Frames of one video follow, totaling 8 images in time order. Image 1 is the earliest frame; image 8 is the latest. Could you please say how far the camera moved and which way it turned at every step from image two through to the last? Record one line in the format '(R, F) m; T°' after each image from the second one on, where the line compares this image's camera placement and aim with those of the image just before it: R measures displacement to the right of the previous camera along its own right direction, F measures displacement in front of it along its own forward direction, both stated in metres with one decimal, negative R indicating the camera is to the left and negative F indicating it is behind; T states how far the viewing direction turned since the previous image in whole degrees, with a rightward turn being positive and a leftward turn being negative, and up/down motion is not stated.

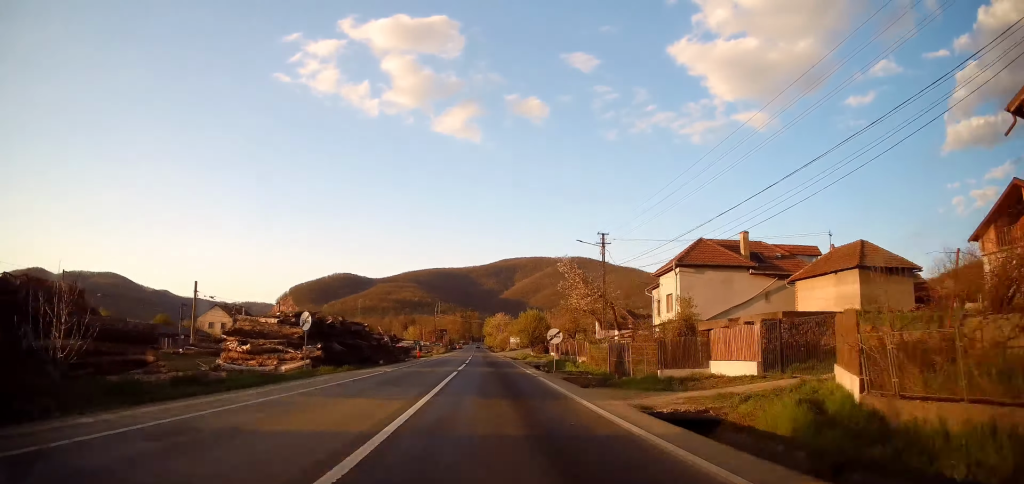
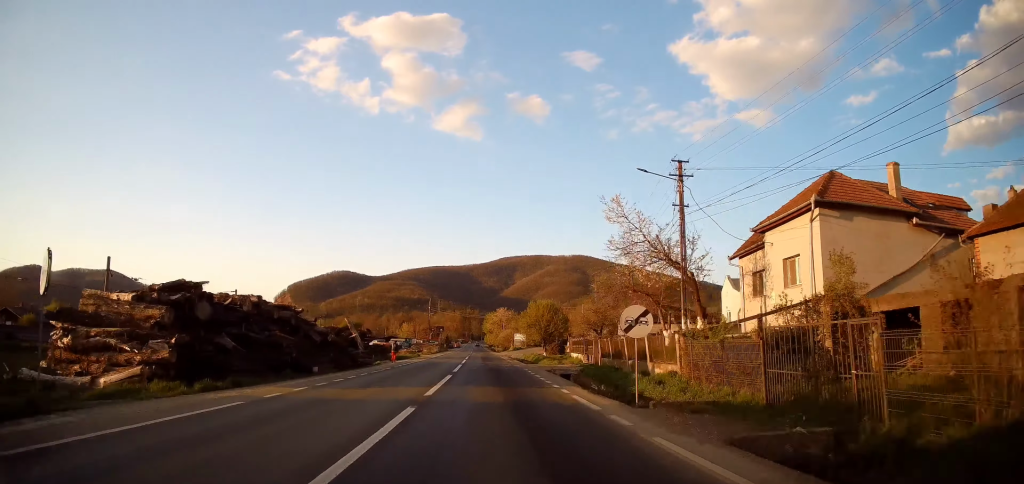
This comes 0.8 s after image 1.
(0.0, +15.4) m; 0°
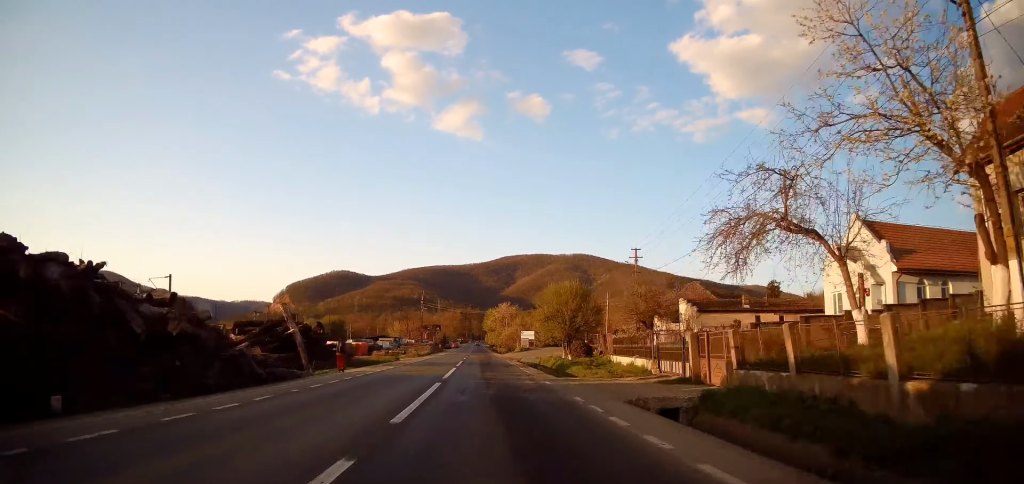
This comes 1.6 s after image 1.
(-0.1, +16.0) m; -1°
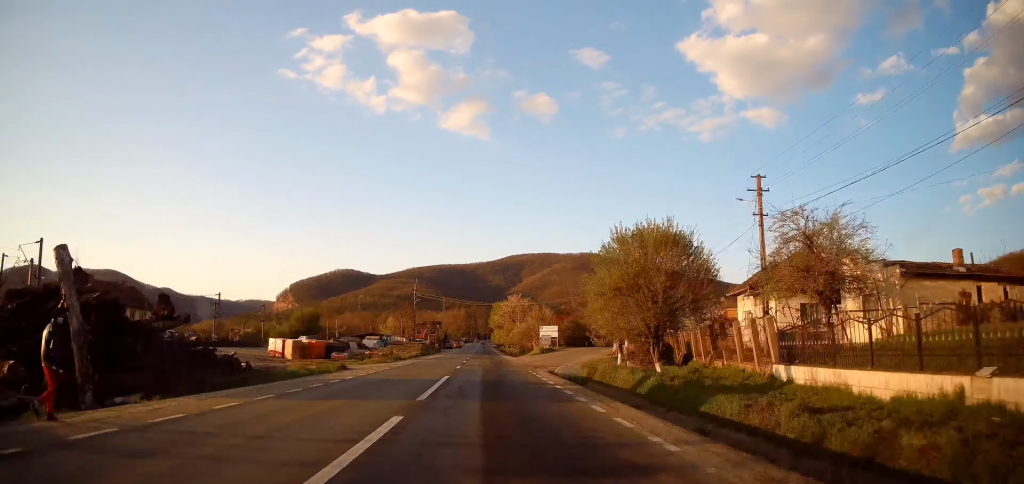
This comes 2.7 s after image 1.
(-0.2, +20.1) m; -1°
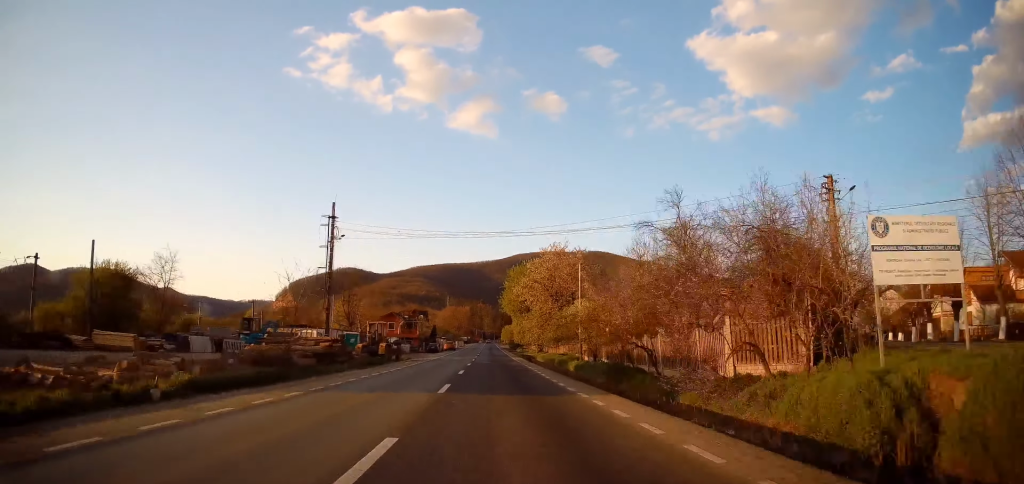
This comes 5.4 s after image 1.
(-0.1, +52.5) m; 0°
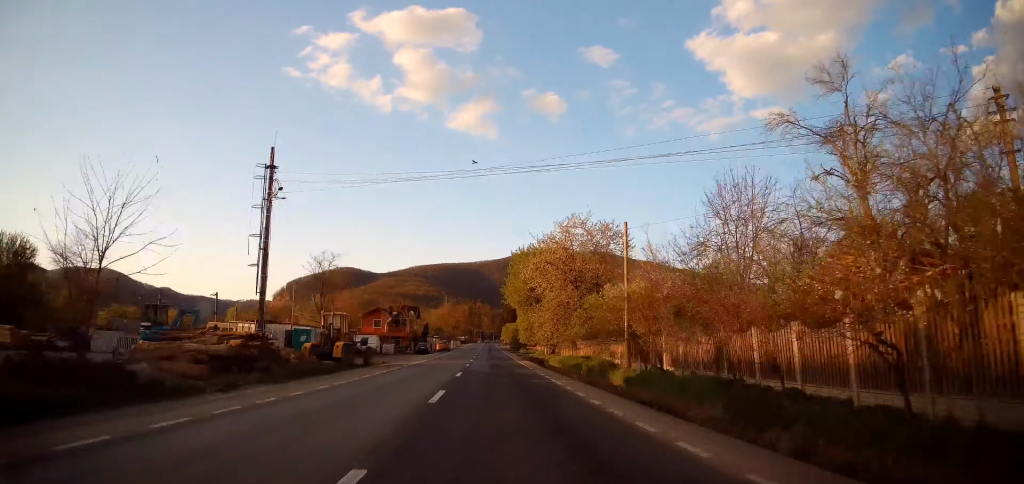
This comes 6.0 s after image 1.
(-0.1, +11.5) m; 0°
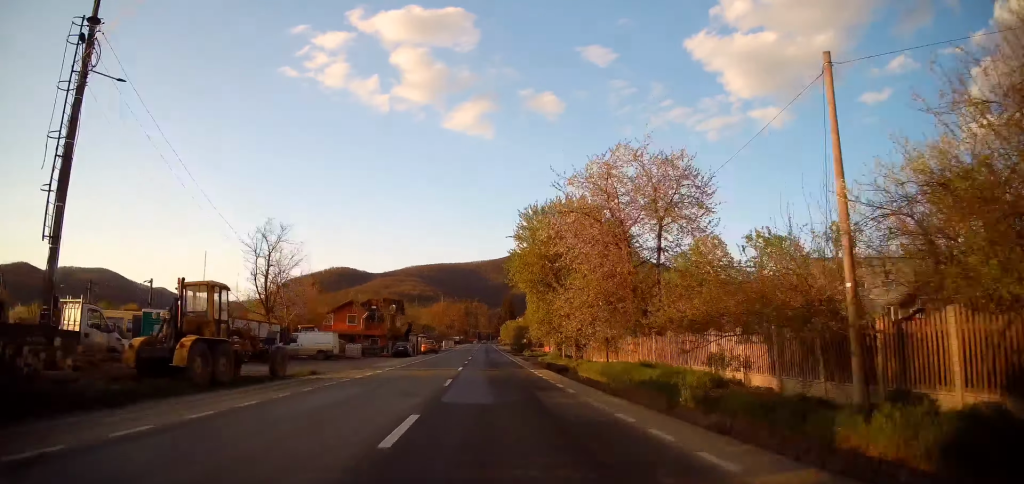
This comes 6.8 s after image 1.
(0.0, +14.8) m; 0°
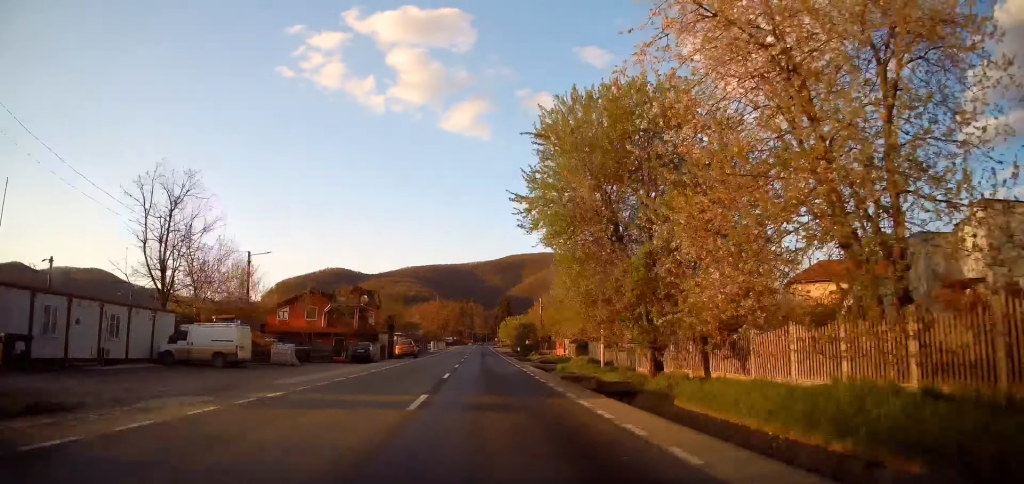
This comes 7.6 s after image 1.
(0.0, +15.5) m; +1°
